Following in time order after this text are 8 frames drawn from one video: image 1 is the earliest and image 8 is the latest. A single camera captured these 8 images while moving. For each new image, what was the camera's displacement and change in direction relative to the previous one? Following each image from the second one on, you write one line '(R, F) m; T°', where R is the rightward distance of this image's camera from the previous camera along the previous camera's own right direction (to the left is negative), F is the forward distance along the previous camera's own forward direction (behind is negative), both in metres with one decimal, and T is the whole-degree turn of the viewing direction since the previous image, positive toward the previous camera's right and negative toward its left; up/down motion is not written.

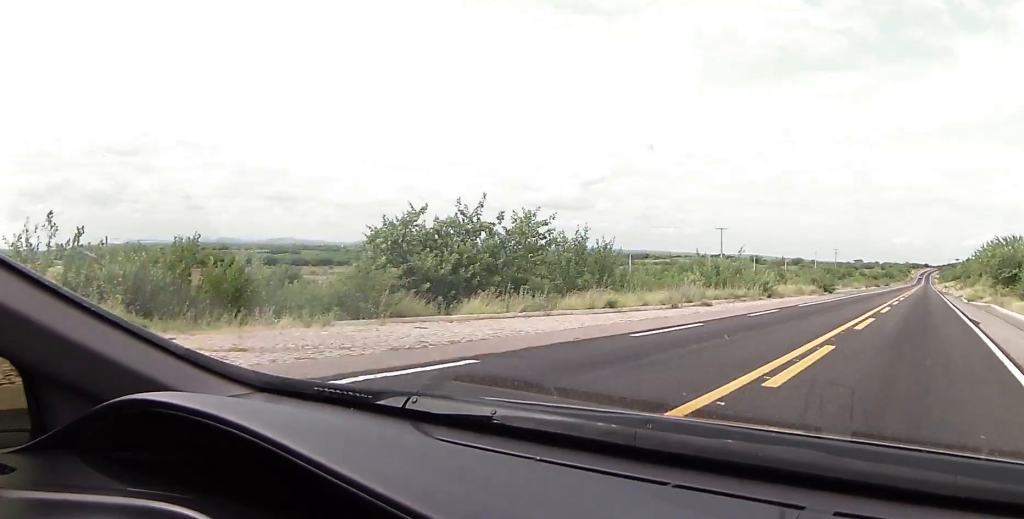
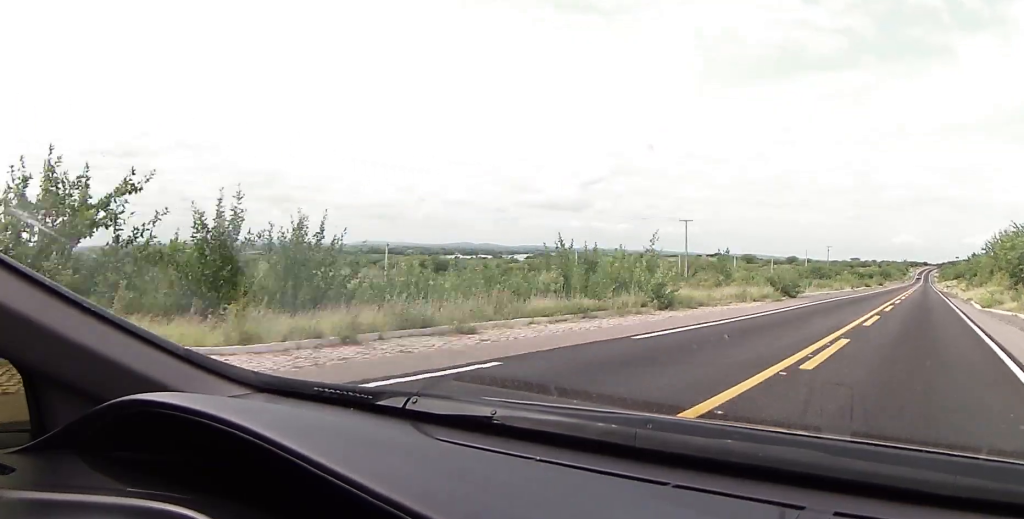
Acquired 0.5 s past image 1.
(0.0, +14.7) m; -1°
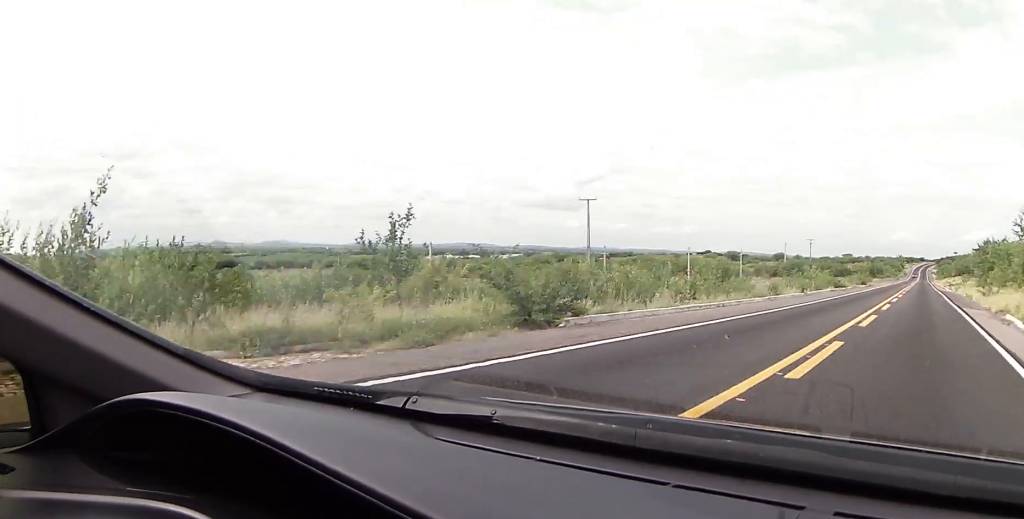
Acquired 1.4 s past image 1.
(-0.4, +25.6) m; +1°
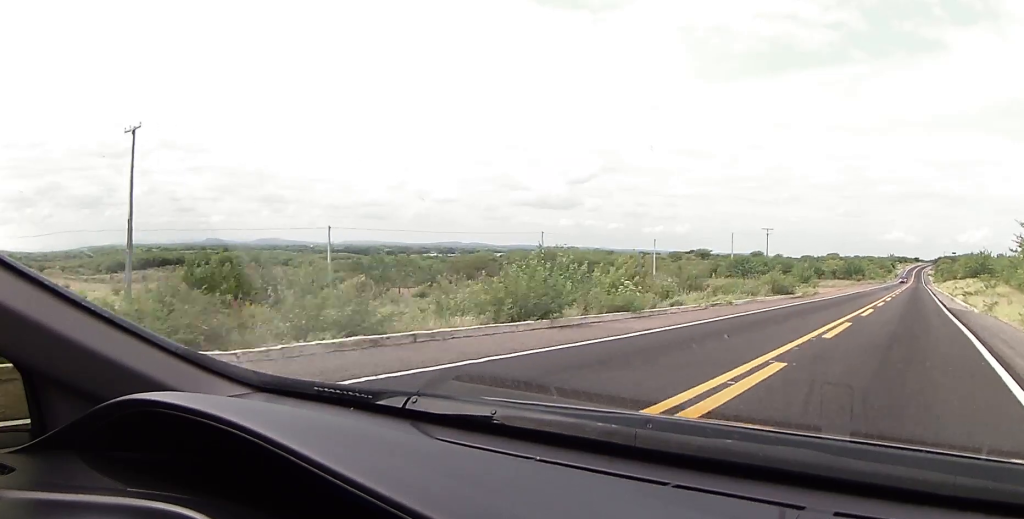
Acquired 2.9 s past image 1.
(+1.0, +44.1) m; +1°
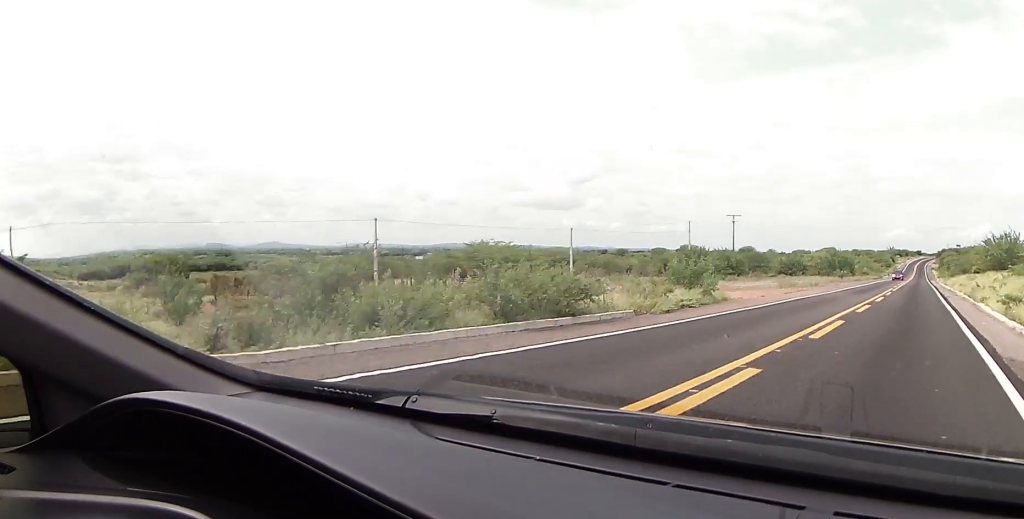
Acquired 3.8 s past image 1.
(-0.2, +25.2) m; 0°
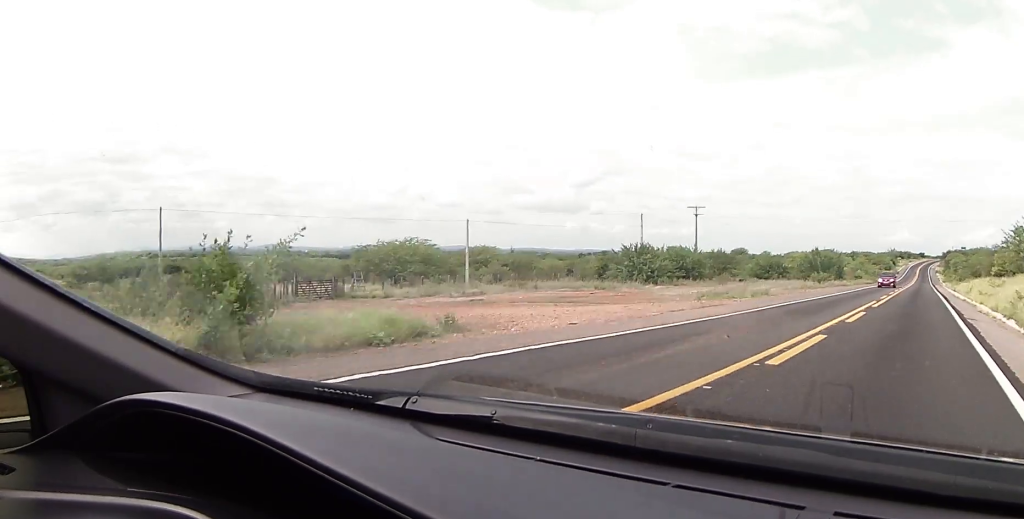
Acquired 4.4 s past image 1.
(+0.1, +19.5) m; 0°
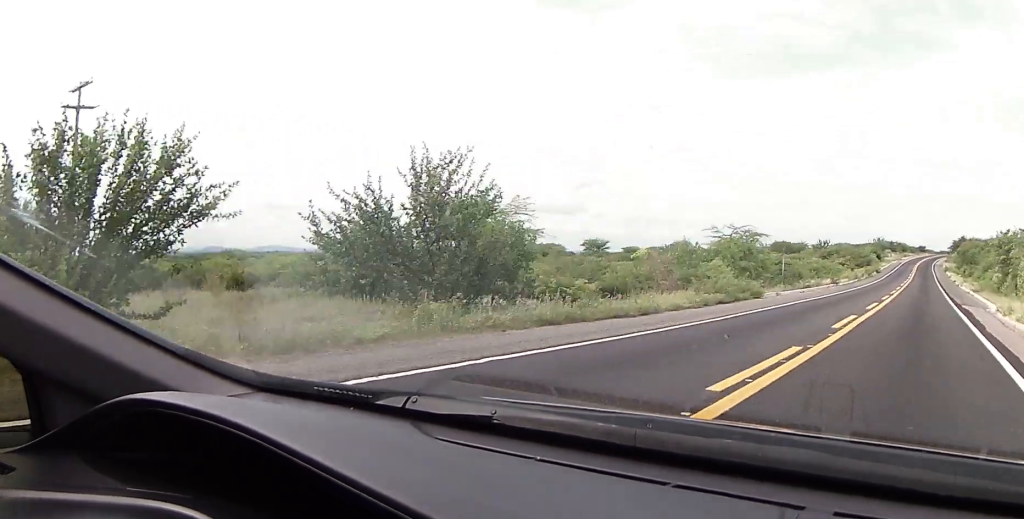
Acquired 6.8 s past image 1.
(-0.6, +76.6) m; -1°
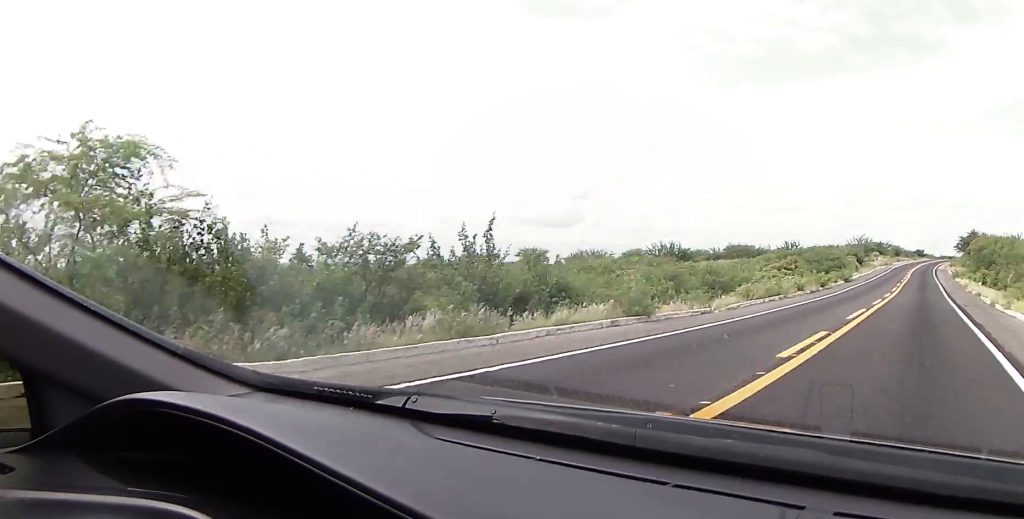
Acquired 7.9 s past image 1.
(+0.1, +37.6) m; 0°
